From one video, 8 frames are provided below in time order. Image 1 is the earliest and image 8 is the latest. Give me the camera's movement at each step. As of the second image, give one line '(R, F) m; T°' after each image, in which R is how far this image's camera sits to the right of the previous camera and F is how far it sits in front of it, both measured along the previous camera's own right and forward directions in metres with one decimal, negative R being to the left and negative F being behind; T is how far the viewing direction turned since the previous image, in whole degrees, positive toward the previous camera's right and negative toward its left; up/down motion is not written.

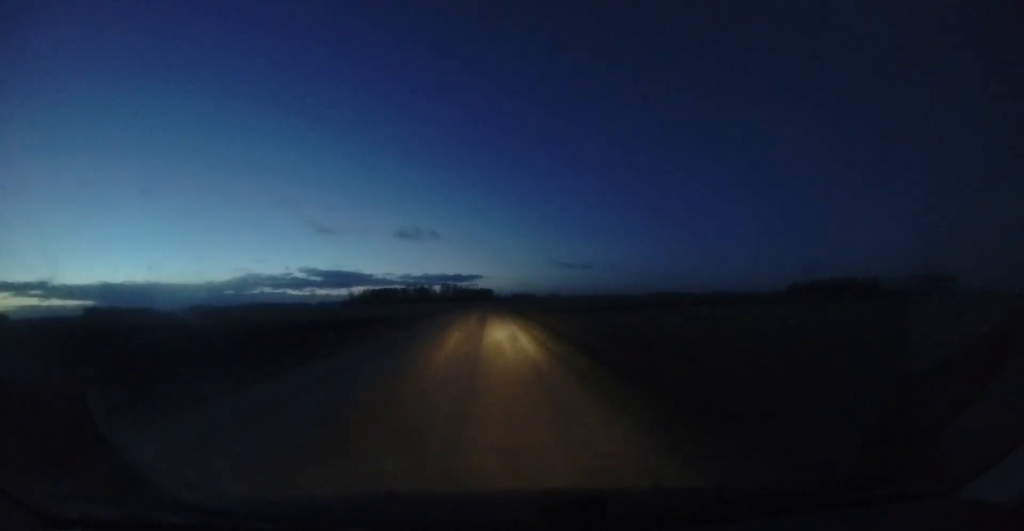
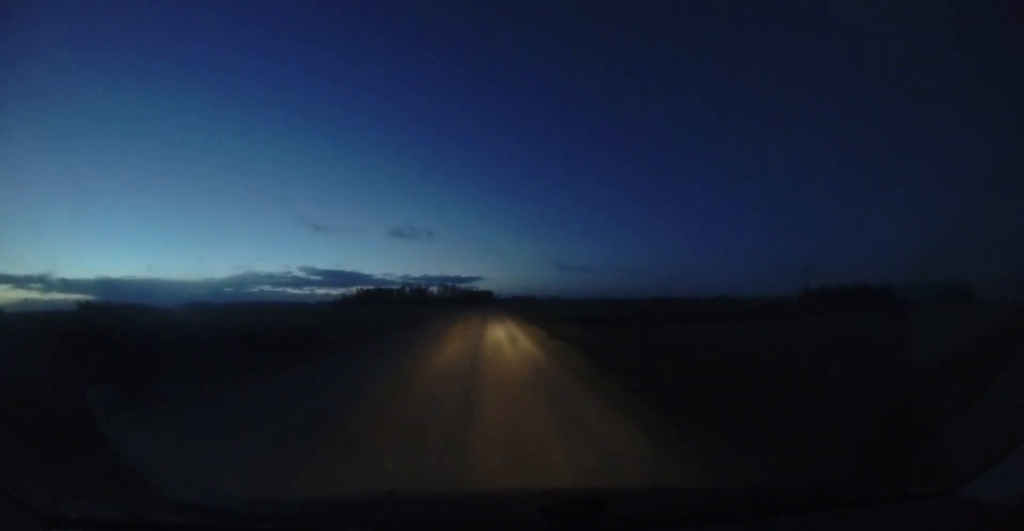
(+0.1, +23.7) m; +1°
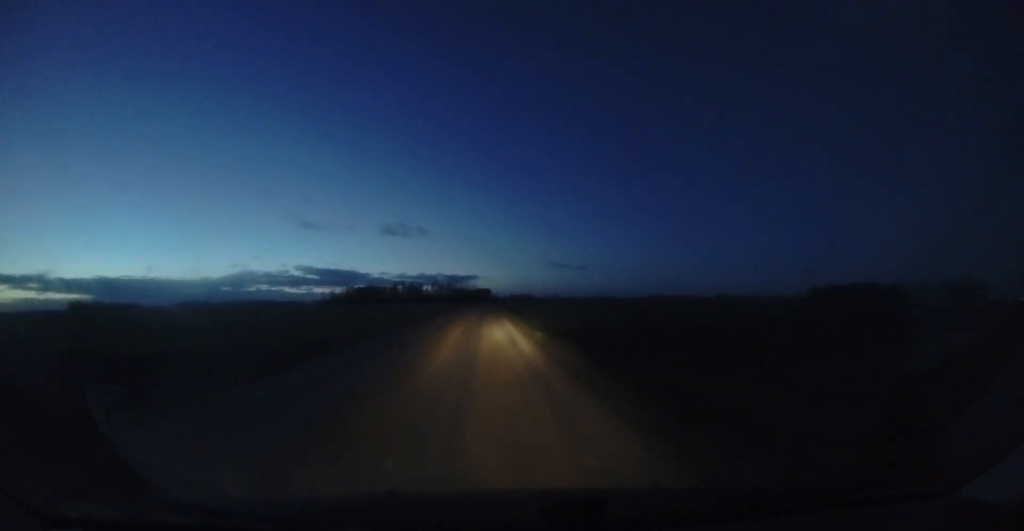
(+0.1, +23.1) m; 0°
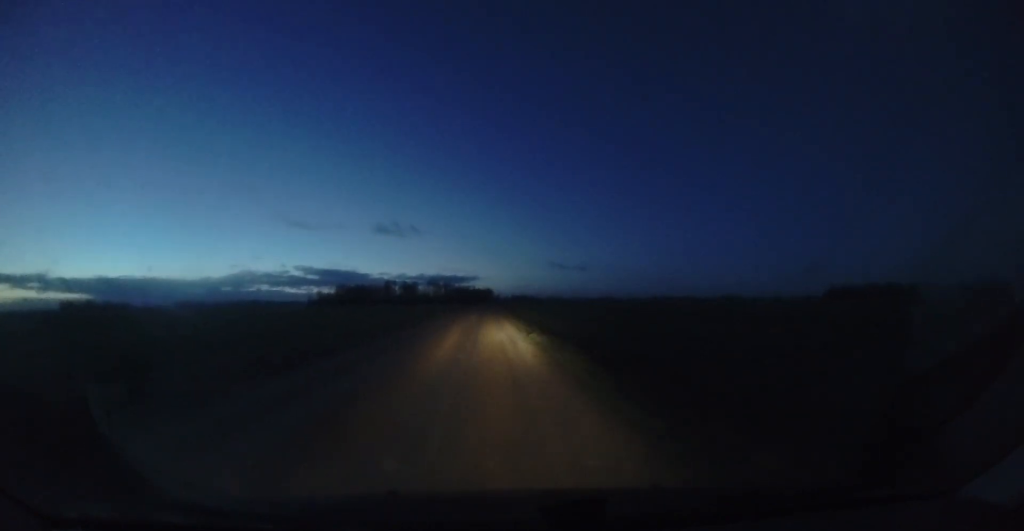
(-0.5, +29.8) m; -1°
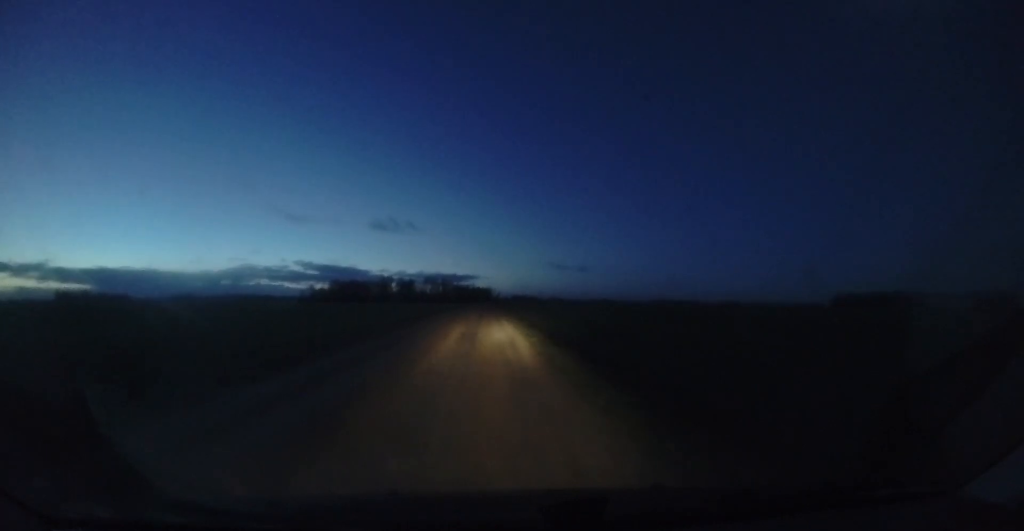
(+0.2, +12.9) m; +1°
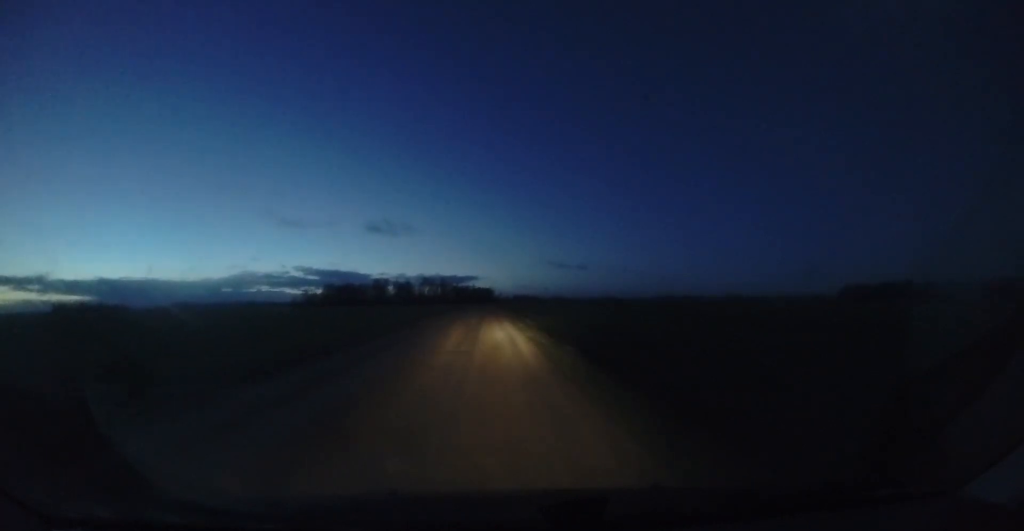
(+0.1, +15.7) m; 0°
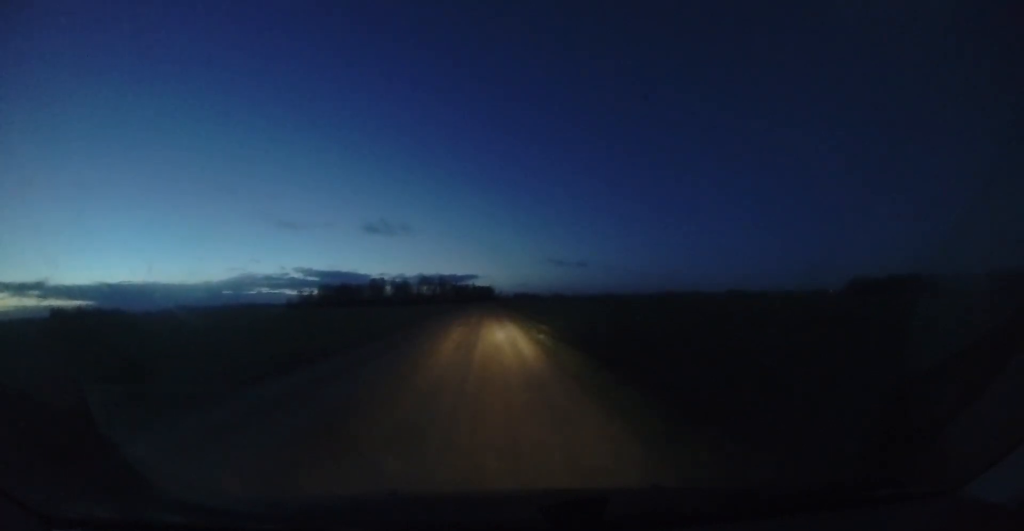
(0.0, +8.9) m; 0°
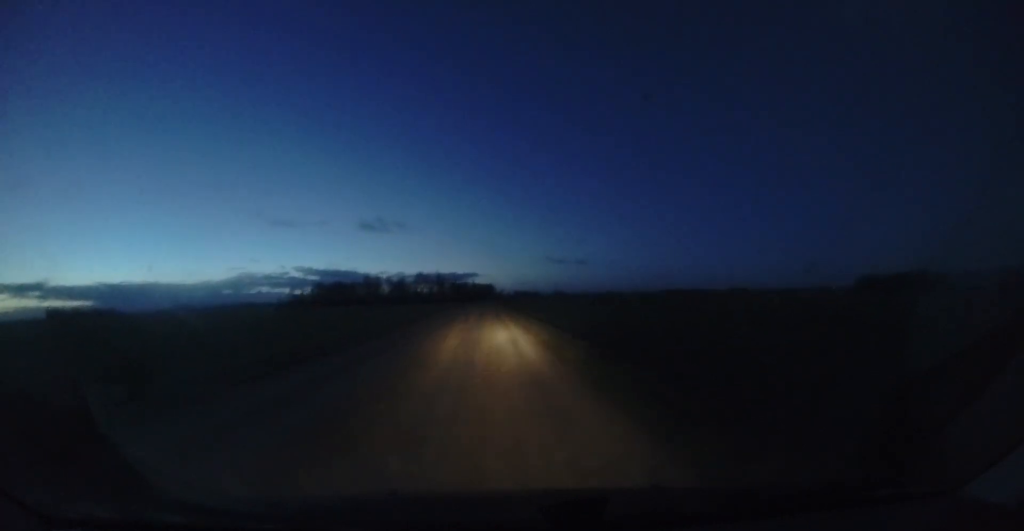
(-0.2, +14.0) m; 0°
